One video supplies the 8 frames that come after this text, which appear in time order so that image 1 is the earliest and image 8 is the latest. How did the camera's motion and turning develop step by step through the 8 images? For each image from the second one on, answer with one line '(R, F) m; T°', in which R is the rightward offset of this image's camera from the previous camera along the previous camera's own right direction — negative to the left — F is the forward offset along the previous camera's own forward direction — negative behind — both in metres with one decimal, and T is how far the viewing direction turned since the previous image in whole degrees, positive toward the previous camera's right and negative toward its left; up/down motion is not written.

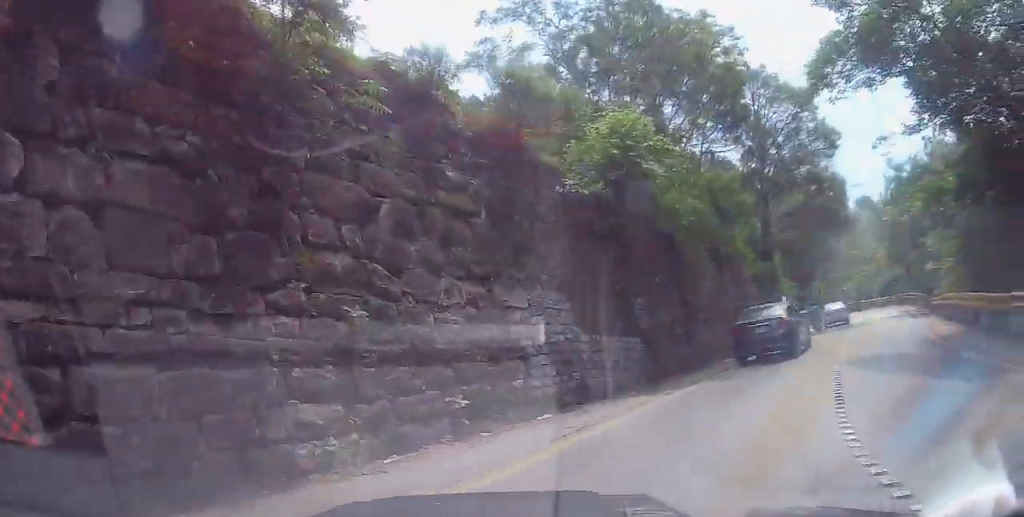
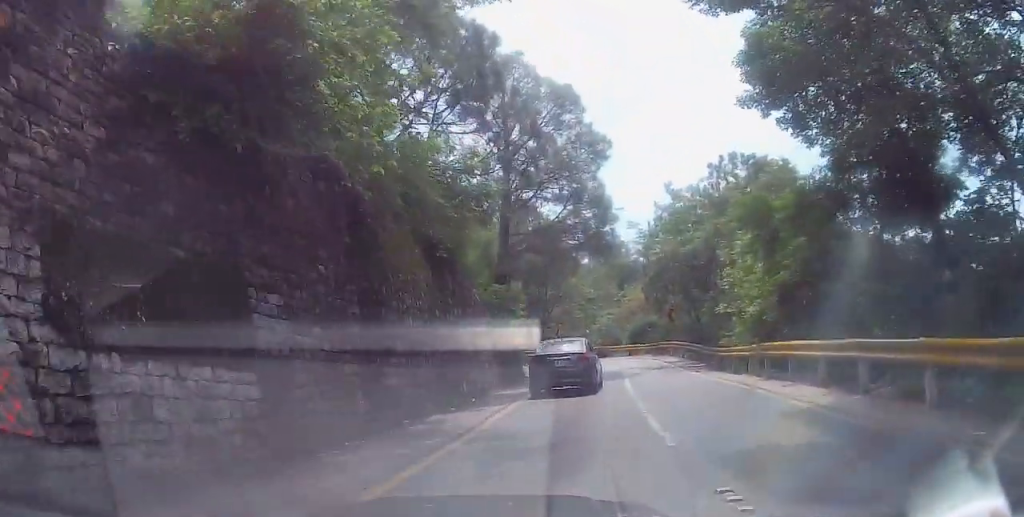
(+1.9, +7.4) m; +20°
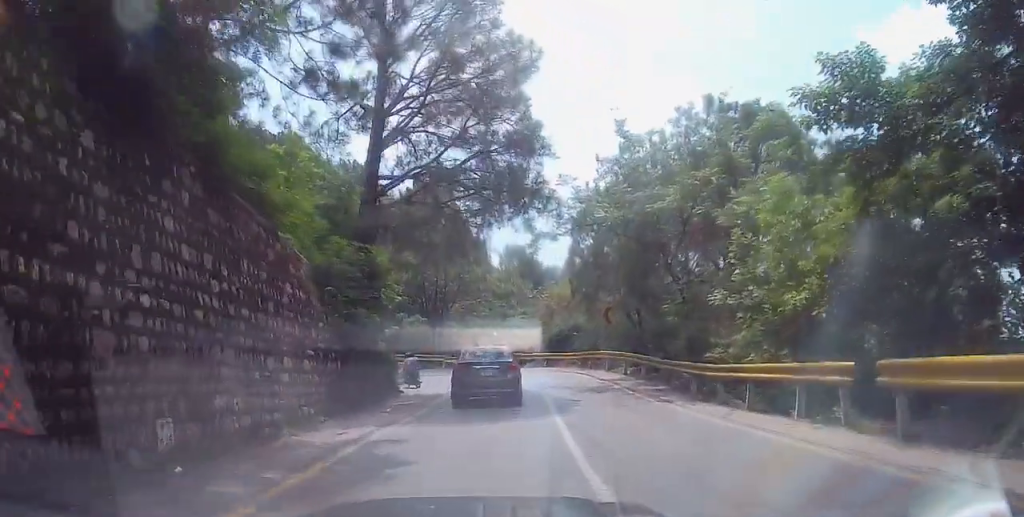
(+1.5, +10.4) m; +13°
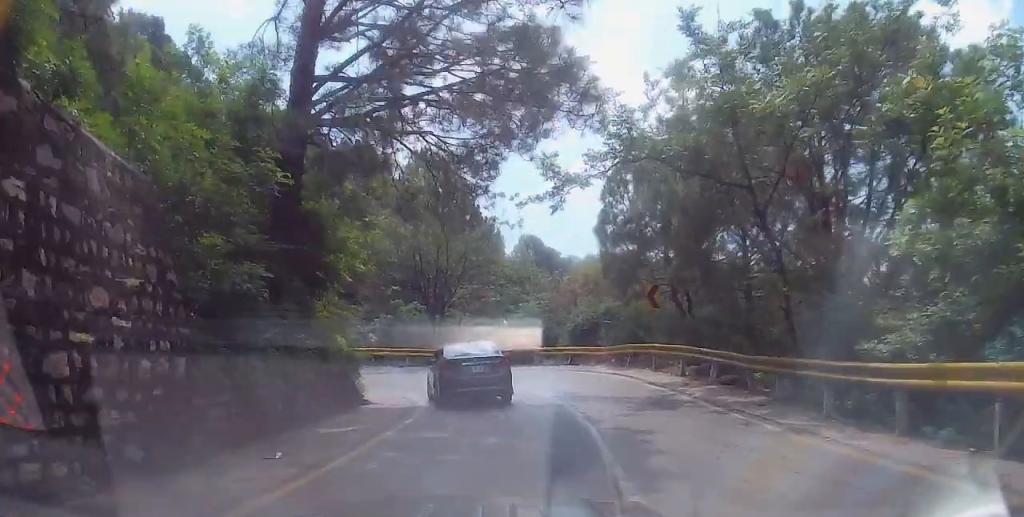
(+0.3, +7.2) m; -2°
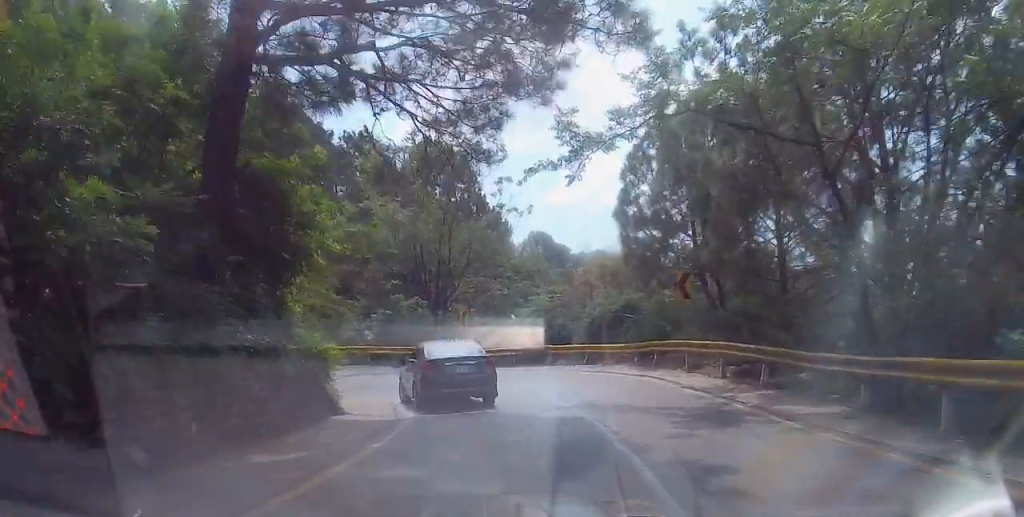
(-0.1, +3.1) m; -4°
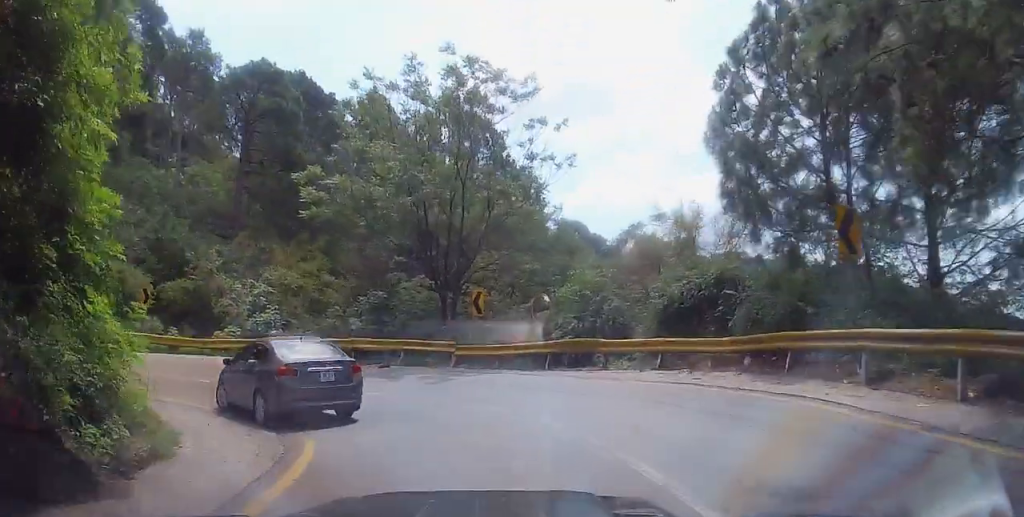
(-0.7, +8.5) m; -24°
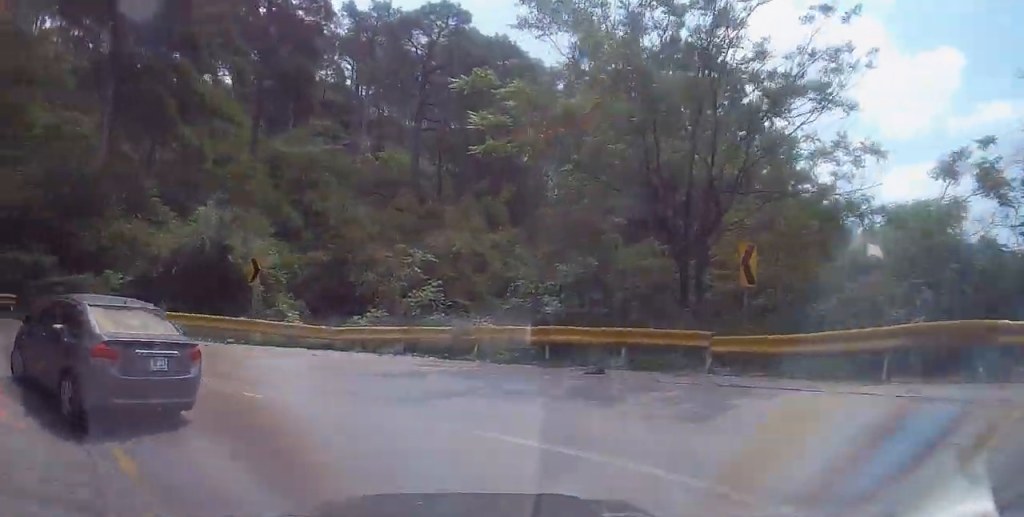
(-2.8, +8.3) m; -9°
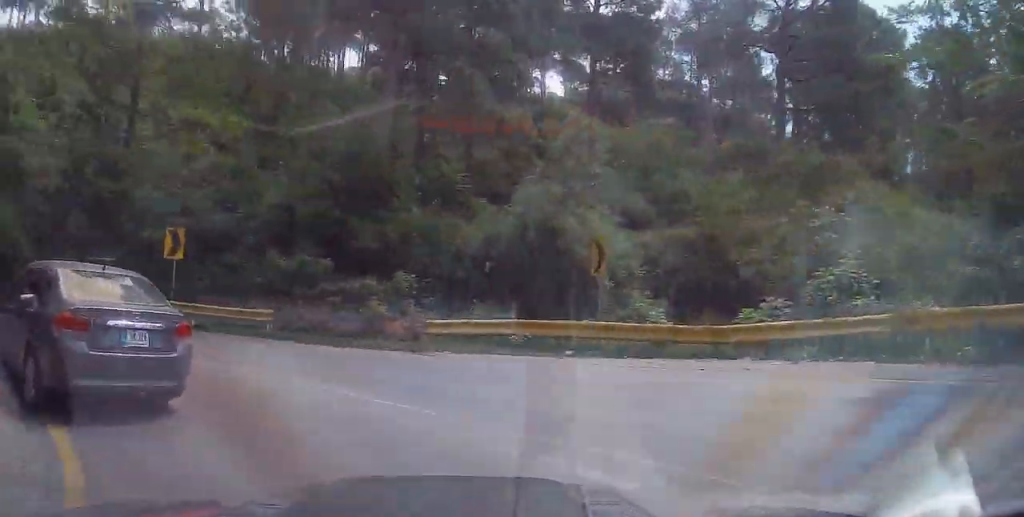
(+1.8, +4.9) m; -19°
